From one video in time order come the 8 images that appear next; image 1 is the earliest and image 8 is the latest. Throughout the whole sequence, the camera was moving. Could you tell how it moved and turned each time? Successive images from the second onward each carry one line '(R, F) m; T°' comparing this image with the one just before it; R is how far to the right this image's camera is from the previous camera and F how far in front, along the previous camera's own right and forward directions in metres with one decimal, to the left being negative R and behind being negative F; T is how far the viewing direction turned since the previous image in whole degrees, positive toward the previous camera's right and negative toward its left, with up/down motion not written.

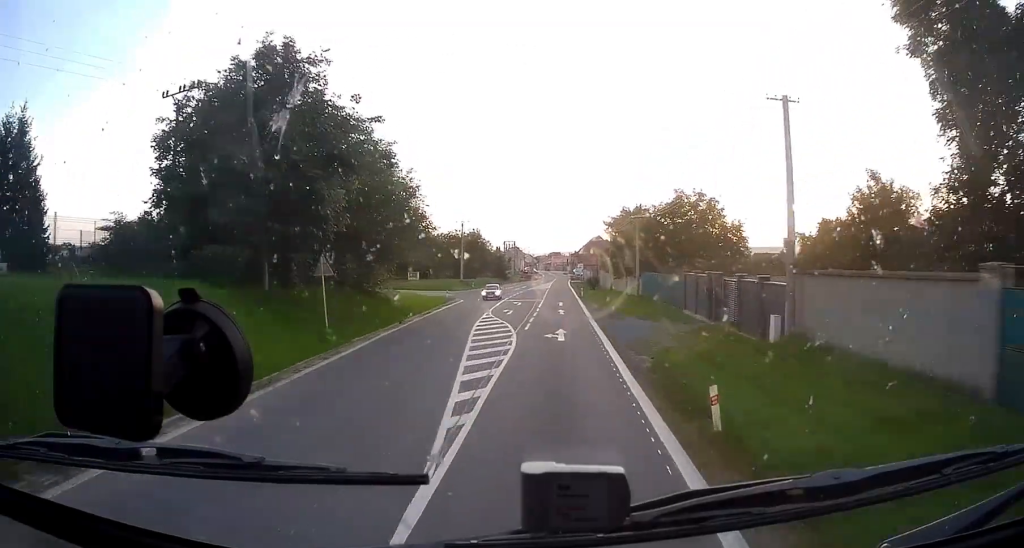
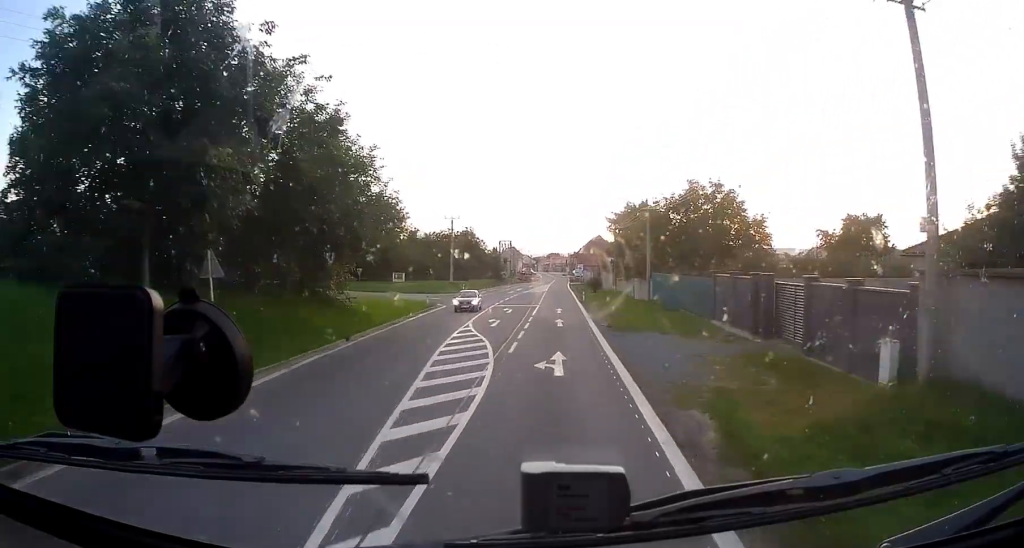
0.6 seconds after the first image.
(0.0, +7.9) m; 0°
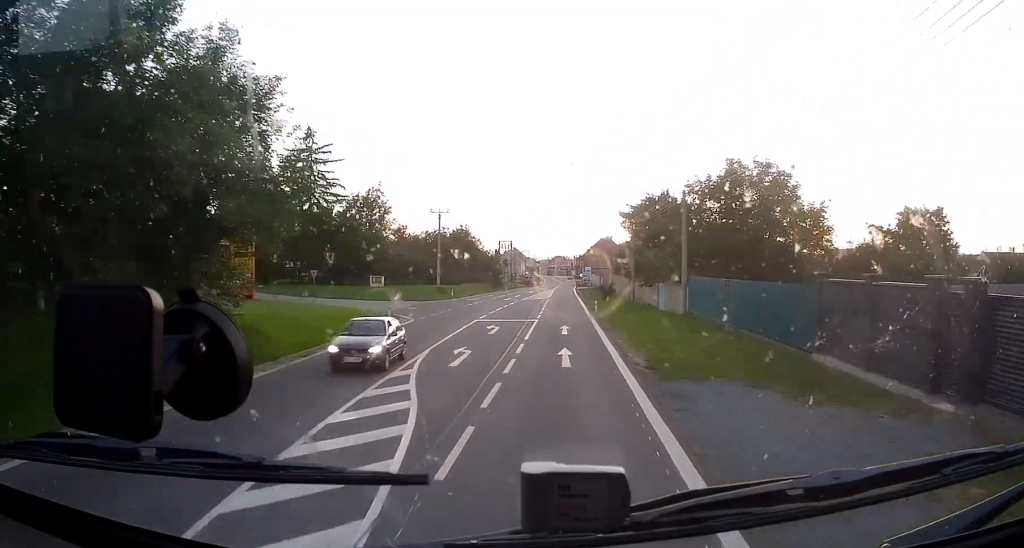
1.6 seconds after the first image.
(0.0, +12.4) m; 0°
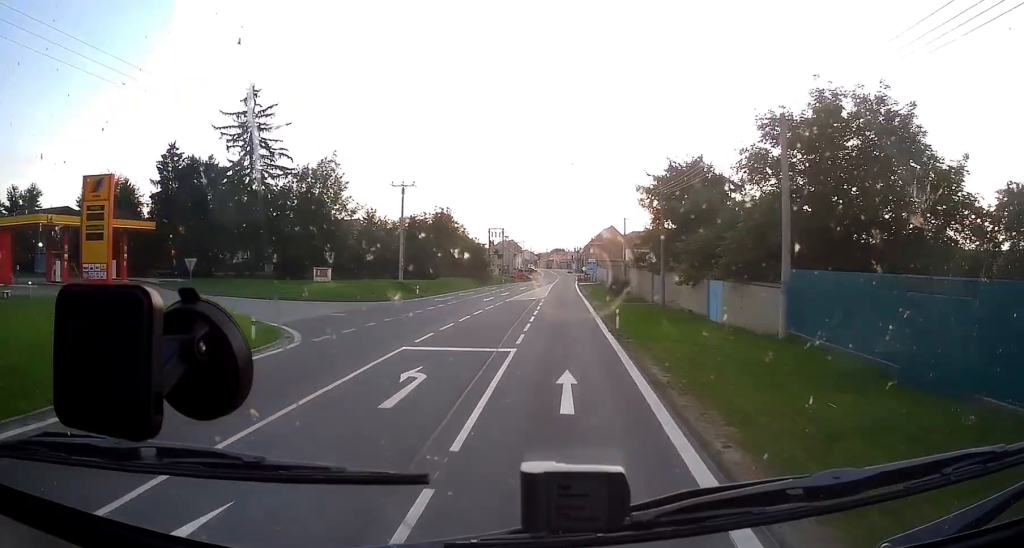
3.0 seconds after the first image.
(+0.4, +16.8) m; +3°
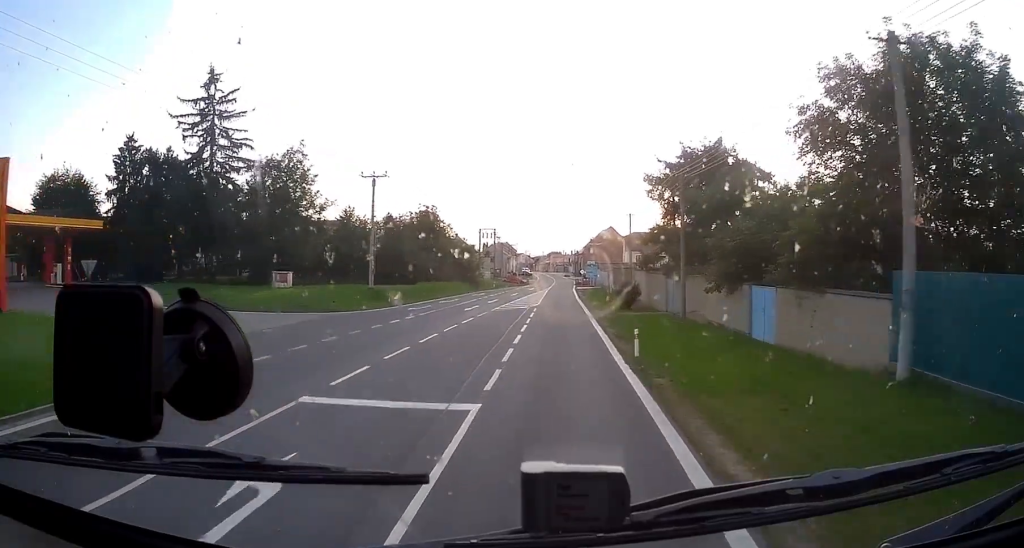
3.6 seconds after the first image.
(+0.2, +7.9) m; +2°
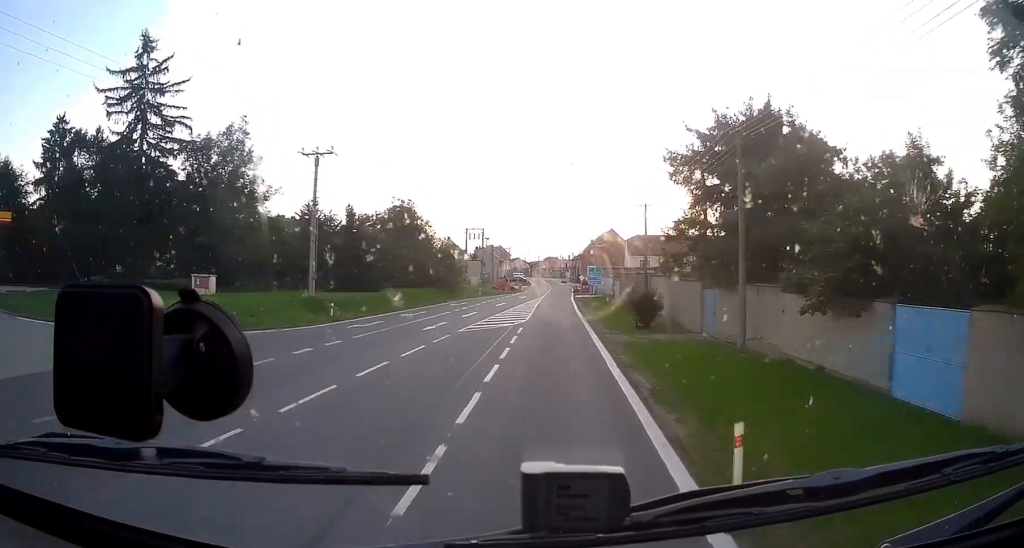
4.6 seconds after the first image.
(0.0, +11.4) m; -2°
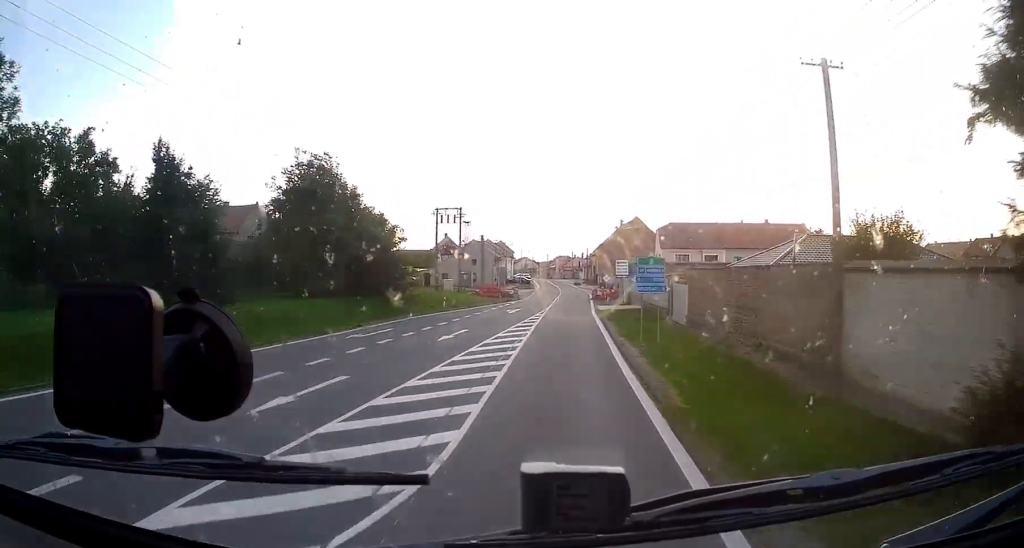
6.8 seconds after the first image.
(-1.4, +27.9) m; -5°
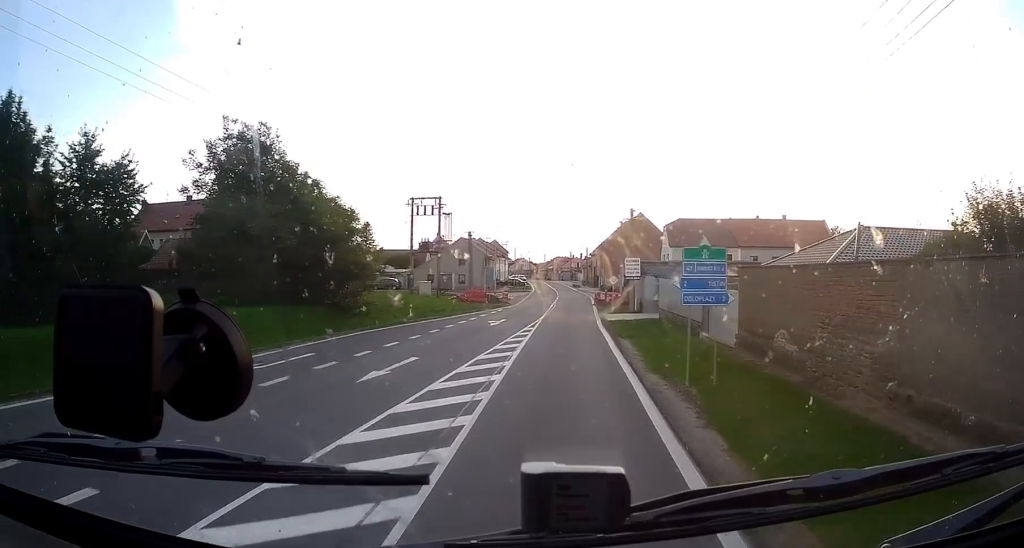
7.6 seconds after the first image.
(-0.4, +9.6) m; 0°
